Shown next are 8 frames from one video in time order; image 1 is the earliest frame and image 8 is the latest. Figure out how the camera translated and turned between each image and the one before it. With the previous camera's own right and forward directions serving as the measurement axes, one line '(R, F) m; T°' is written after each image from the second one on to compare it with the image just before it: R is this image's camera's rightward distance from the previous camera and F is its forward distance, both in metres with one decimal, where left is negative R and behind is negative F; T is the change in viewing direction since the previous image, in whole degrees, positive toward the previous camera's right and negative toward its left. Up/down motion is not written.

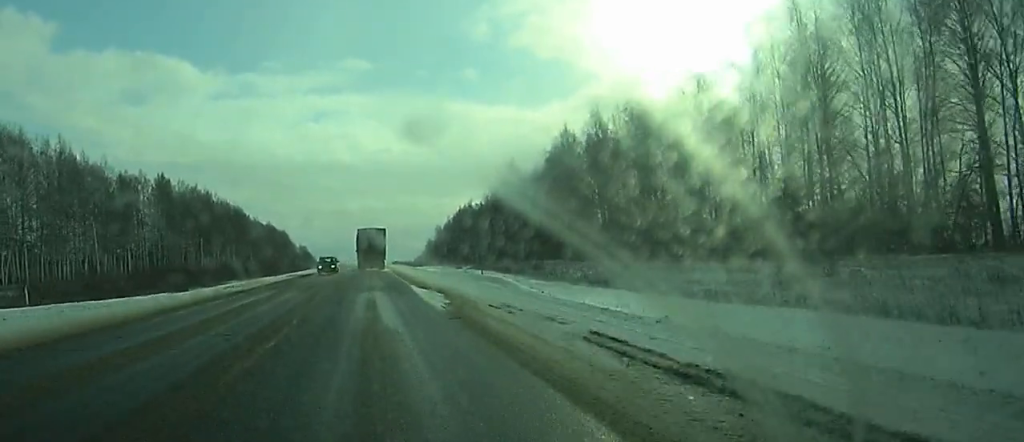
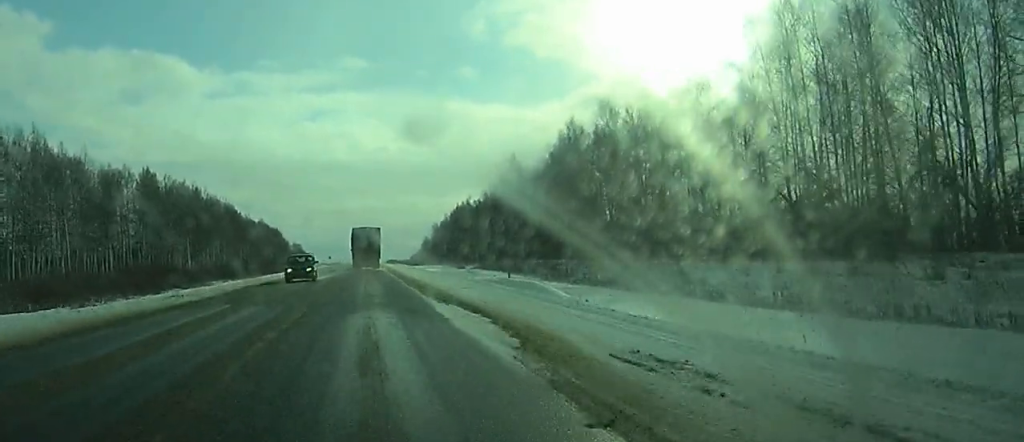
(0.0, +10.5) m; 0°
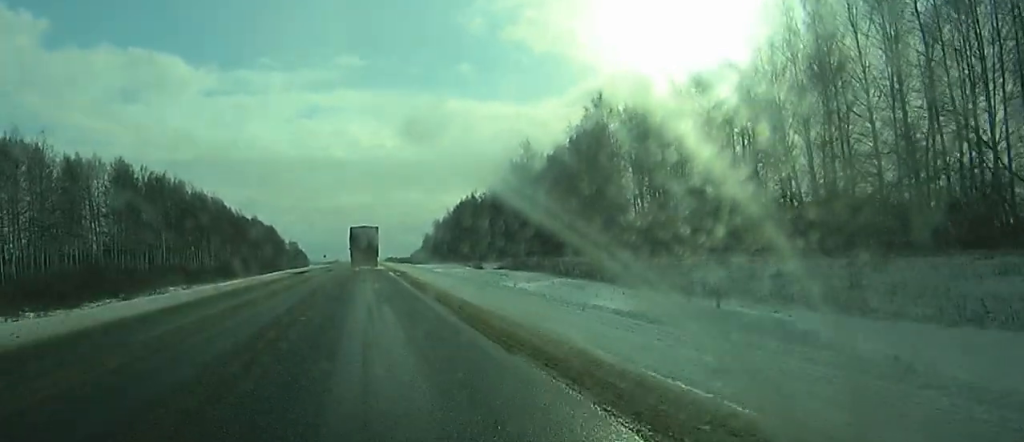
(0.0, +22.5) m; 0°
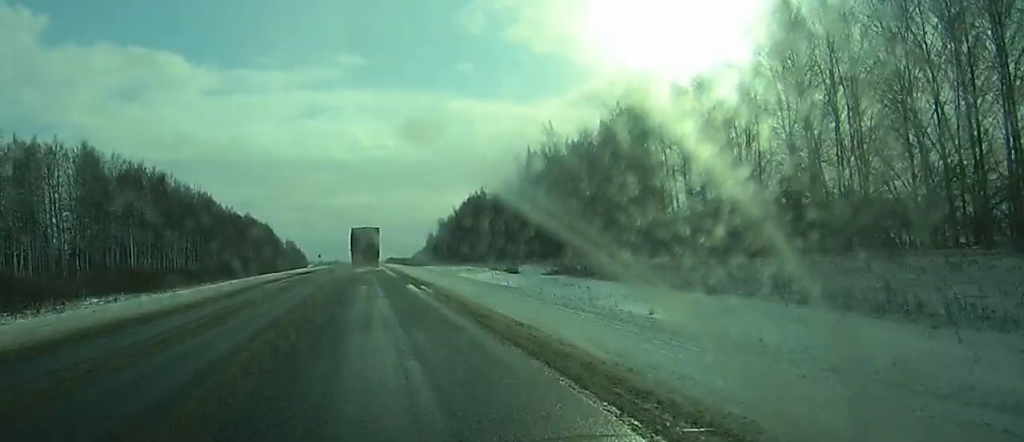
(-0.1, +24.8) m; 0°
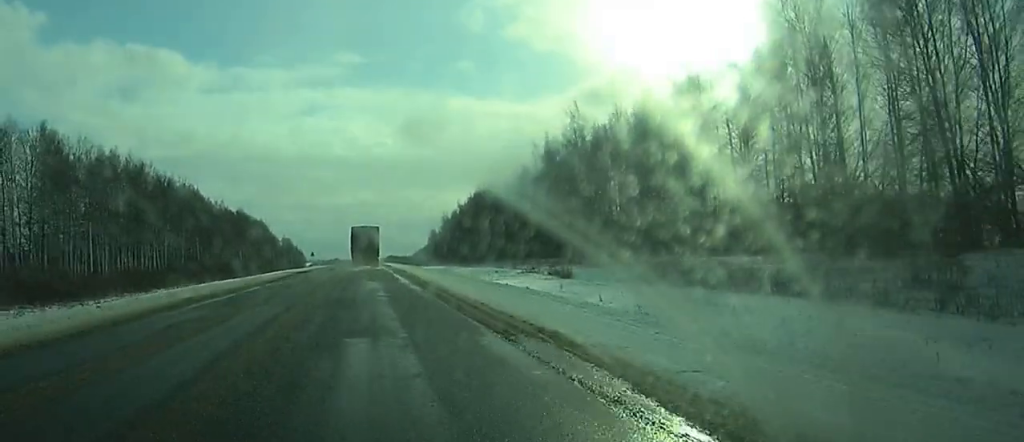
(0.0, +22.1) m; 0°
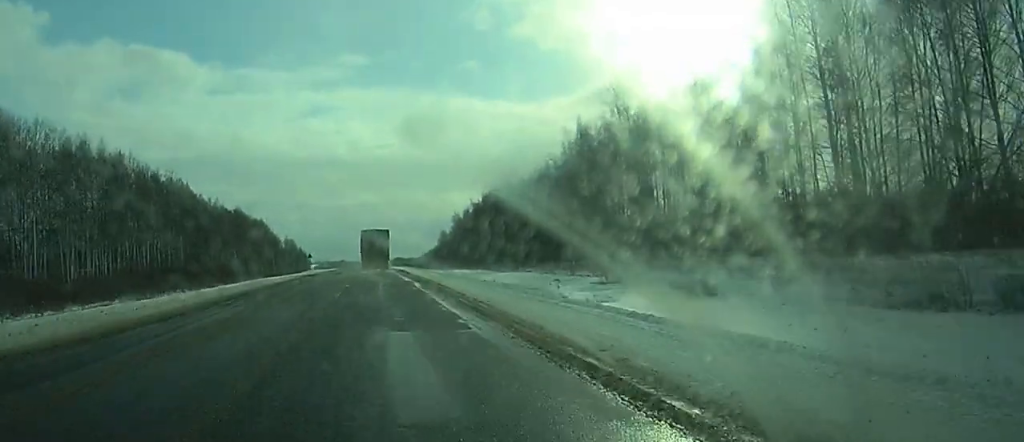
(0.0, +24.5) m; 0°
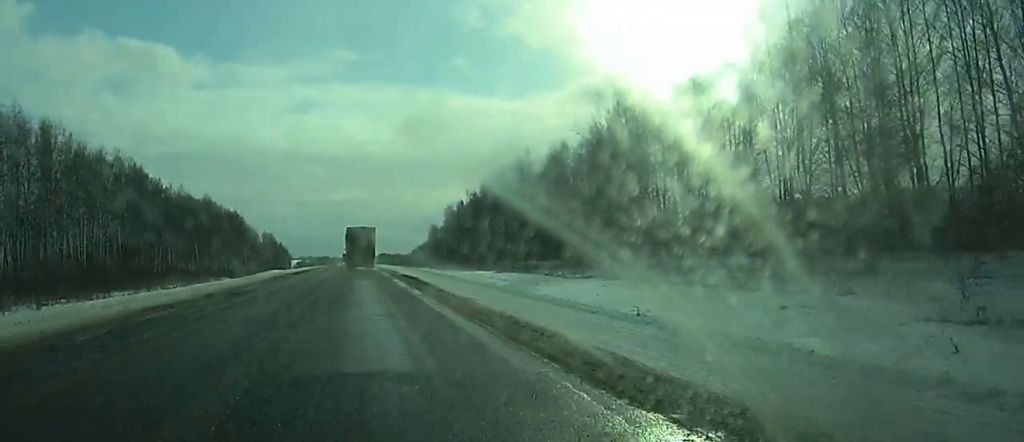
(0.0, +35.4) m; 0°
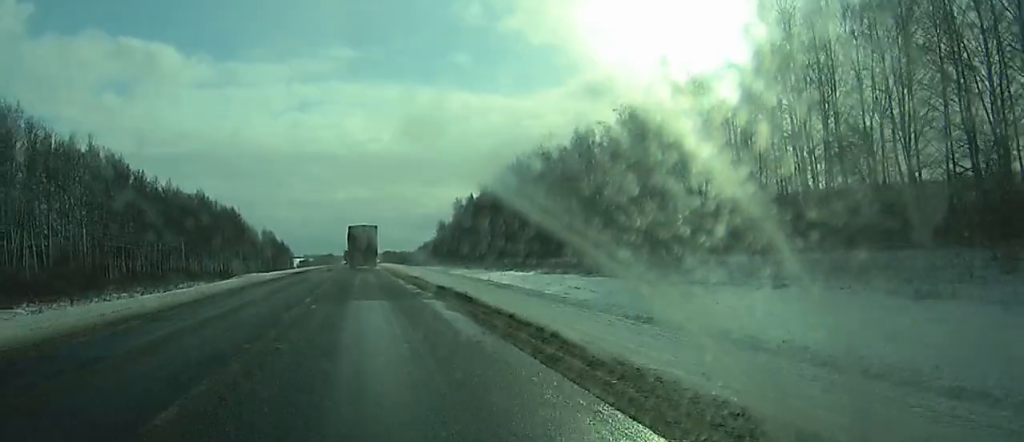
(+0.1, +20.3) m; 0°
